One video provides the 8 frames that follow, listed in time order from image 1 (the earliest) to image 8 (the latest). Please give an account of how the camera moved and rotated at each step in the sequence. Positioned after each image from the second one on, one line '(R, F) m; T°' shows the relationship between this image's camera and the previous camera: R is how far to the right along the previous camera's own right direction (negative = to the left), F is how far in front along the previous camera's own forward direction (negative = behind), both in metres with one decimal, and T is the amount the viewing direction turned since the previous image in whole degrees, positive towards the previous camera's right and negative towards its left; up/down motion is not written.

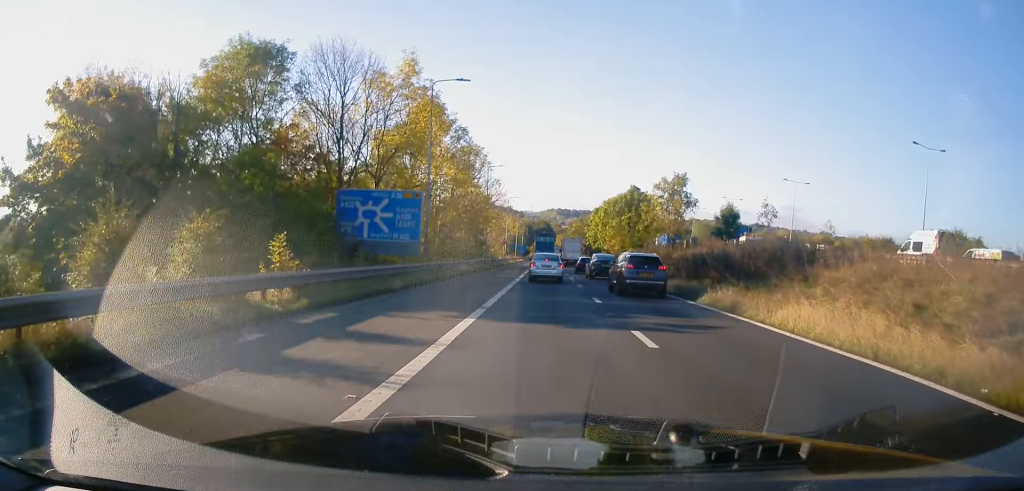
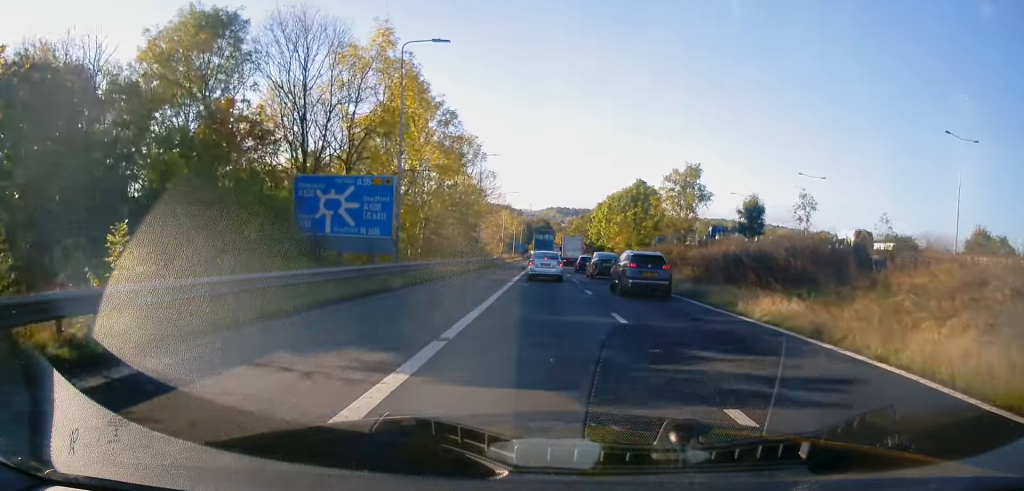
(+0.1, +5.6) m; 0°
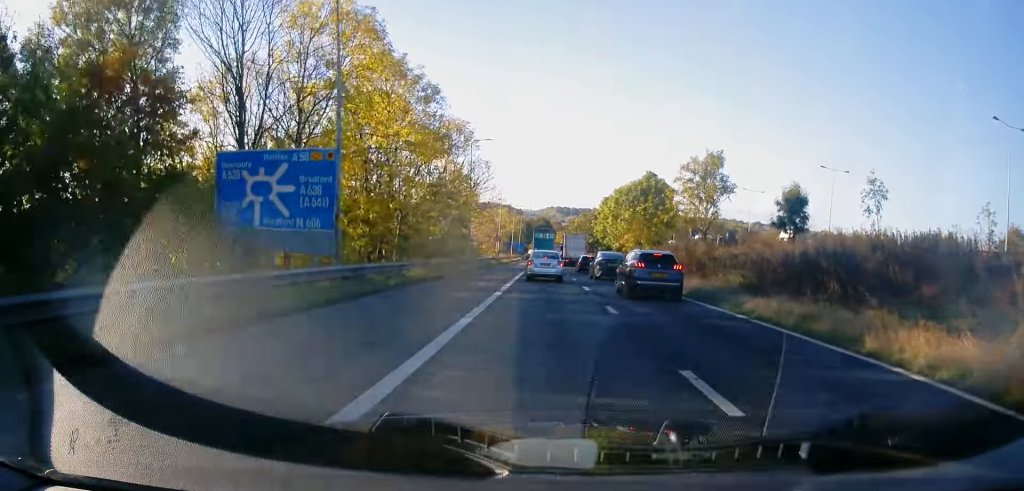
(-0.1, +7.0) m; -1°
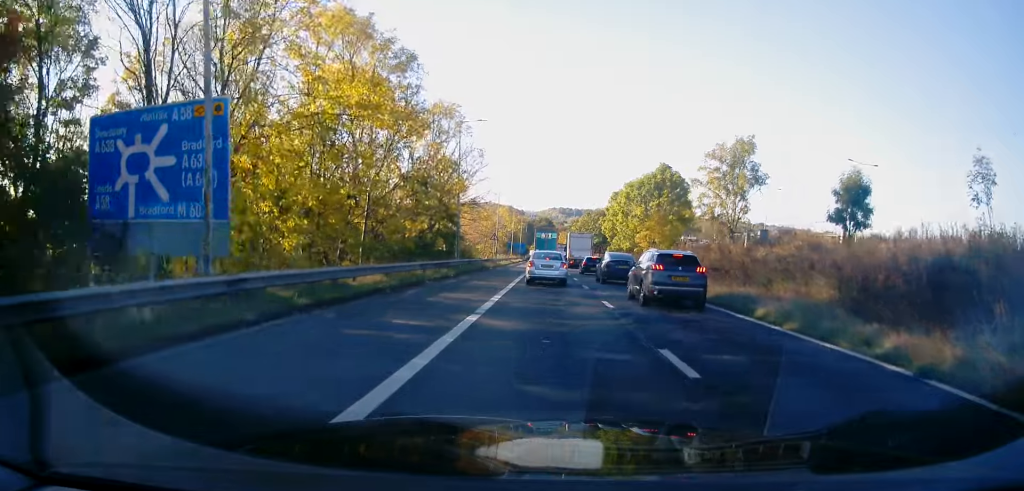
(0.0, +7.0) m; +1°
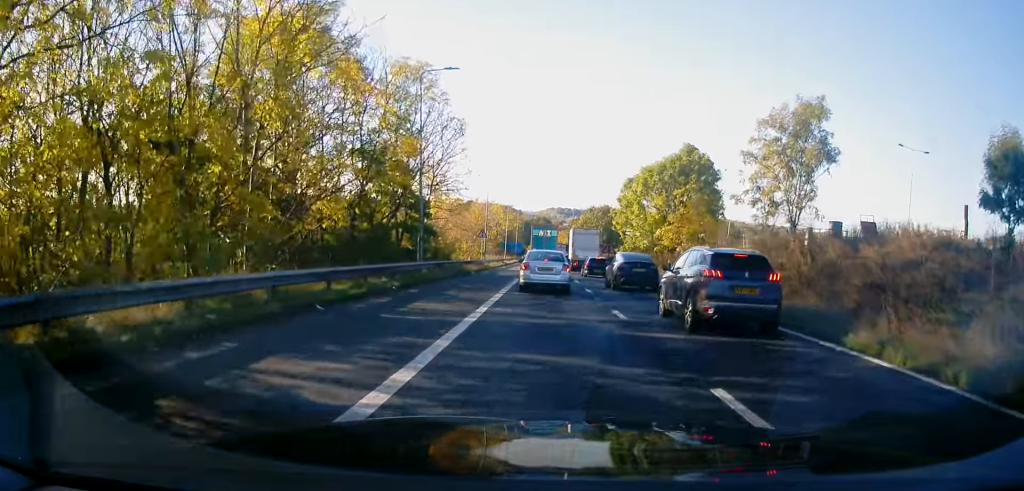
(+0.1, +10.9) m; -1°
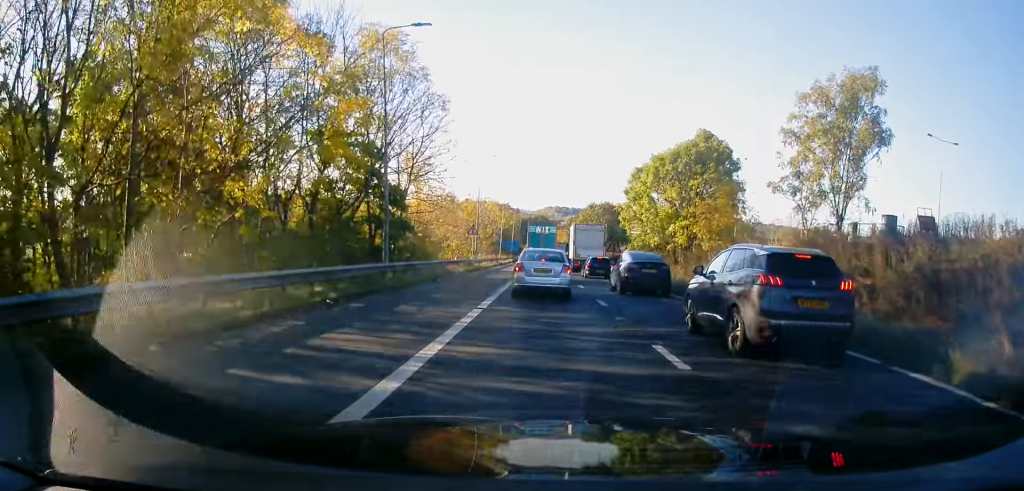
(0.0, +5.3) m; 0°
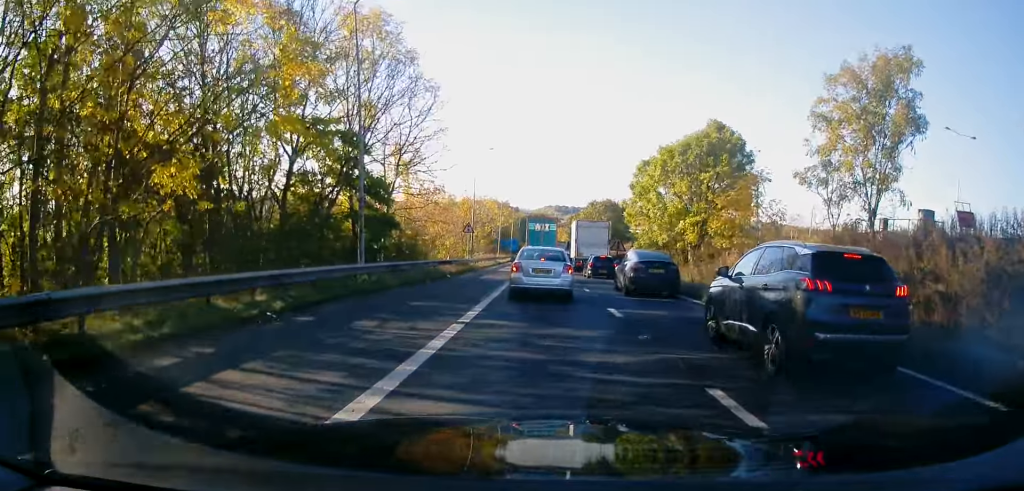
(0.0, +2.8) m; +2°
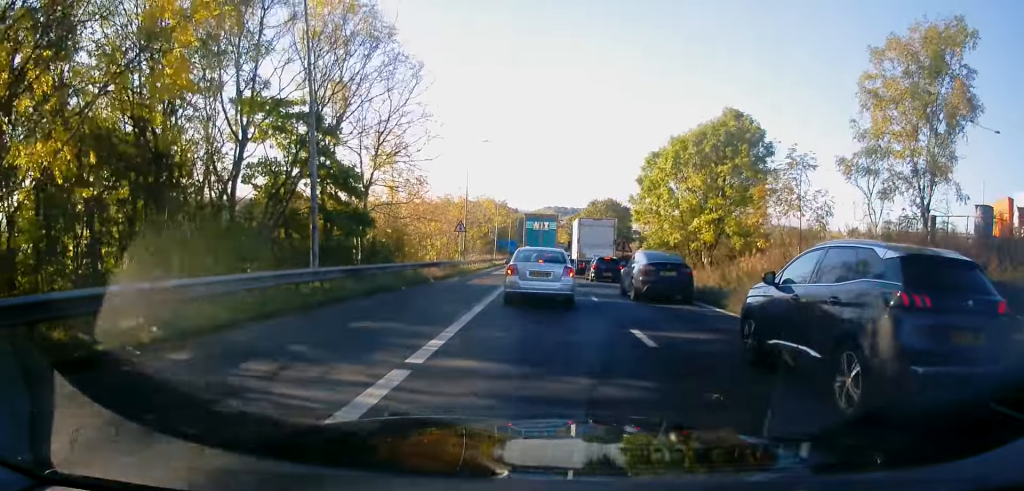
(+0.1, +3.9) m; -1°
